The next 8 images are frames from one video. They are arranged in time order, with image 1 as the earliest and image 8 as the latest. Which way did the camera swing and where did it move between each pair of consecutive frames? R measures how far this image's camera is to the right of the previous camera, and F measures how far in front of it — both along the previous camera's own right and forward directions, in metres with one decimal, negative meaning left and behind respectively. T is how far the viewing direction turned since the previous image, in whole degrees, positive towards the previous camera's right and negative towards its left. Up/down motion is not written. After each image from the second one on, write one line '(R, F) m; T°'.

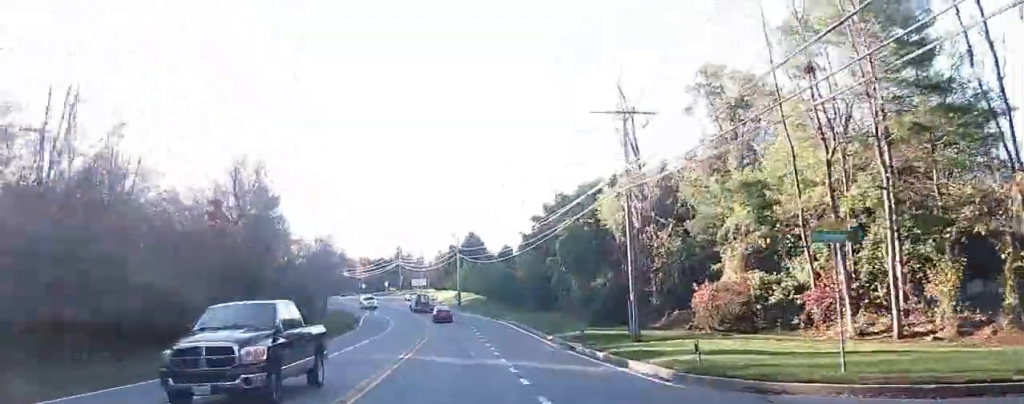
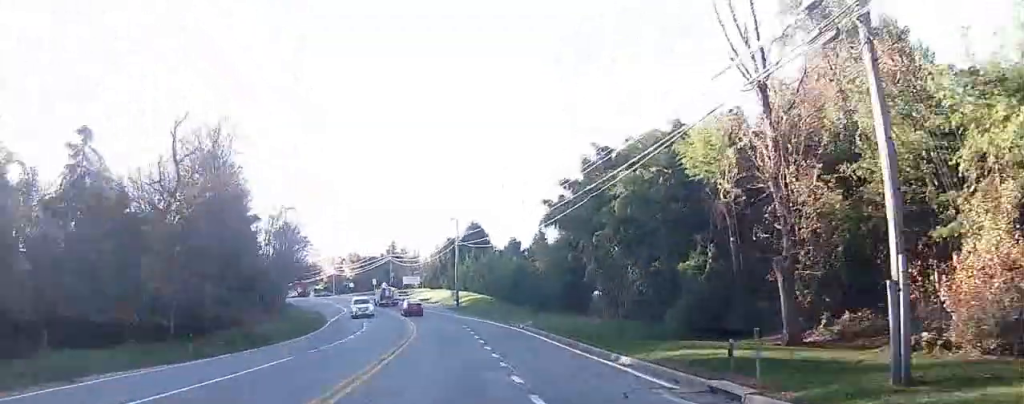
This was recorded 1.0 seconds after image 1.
(0.0, +19.2) m; 0°
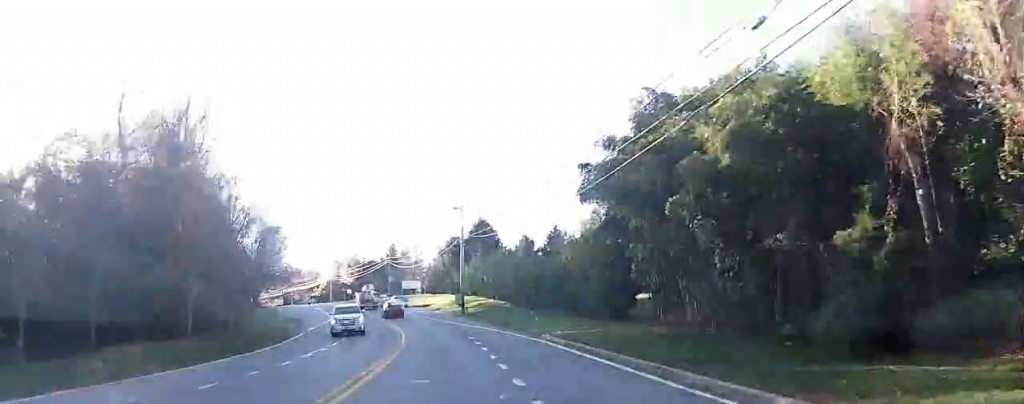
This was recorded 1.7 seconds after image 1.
(0.0, +12.7) m; 0°
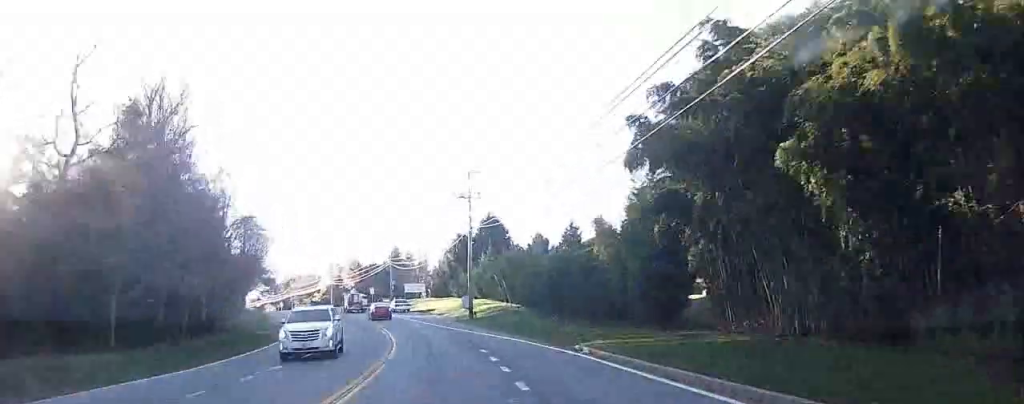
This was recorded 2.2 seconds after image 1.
(0.0, +7.8) m; 0°
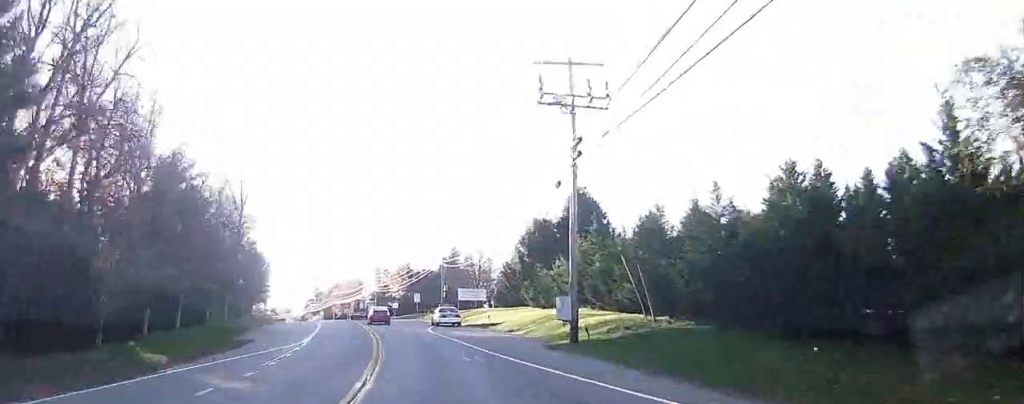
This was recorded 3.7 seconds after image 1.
(0.0, +27.0) m; +3°
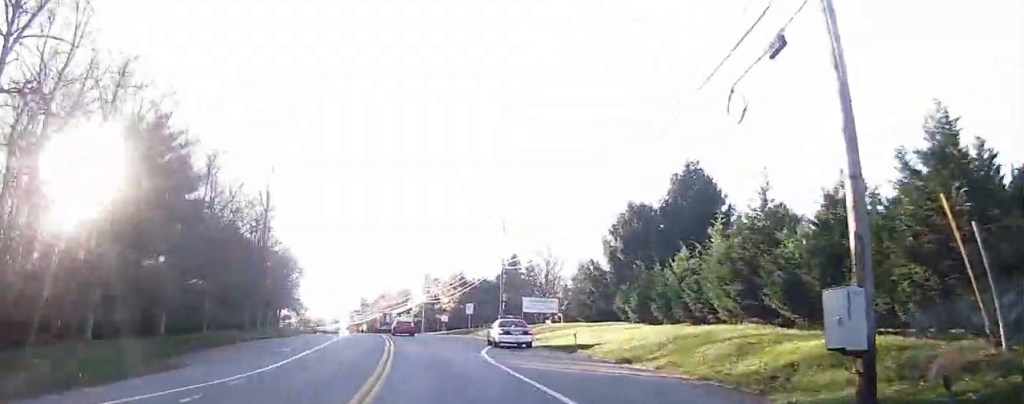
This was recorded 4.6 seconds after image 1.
(+0.9, +17.2) m; -7°
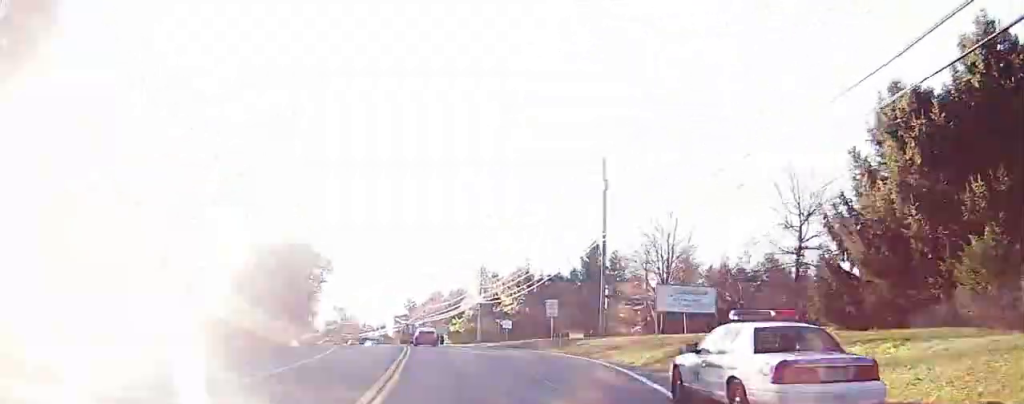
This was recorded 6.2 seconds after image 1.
(-4.9, +26.7) m; -12°
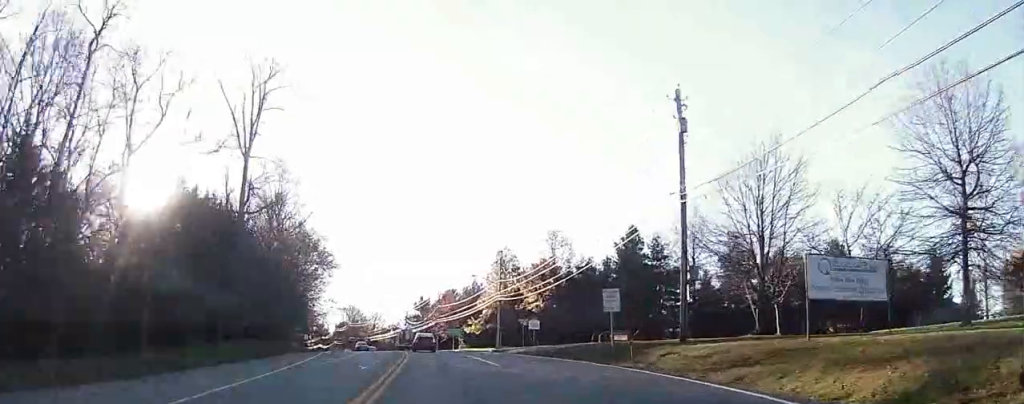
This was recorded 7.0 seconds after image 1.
(+0.2, +14.3) m; +1°
